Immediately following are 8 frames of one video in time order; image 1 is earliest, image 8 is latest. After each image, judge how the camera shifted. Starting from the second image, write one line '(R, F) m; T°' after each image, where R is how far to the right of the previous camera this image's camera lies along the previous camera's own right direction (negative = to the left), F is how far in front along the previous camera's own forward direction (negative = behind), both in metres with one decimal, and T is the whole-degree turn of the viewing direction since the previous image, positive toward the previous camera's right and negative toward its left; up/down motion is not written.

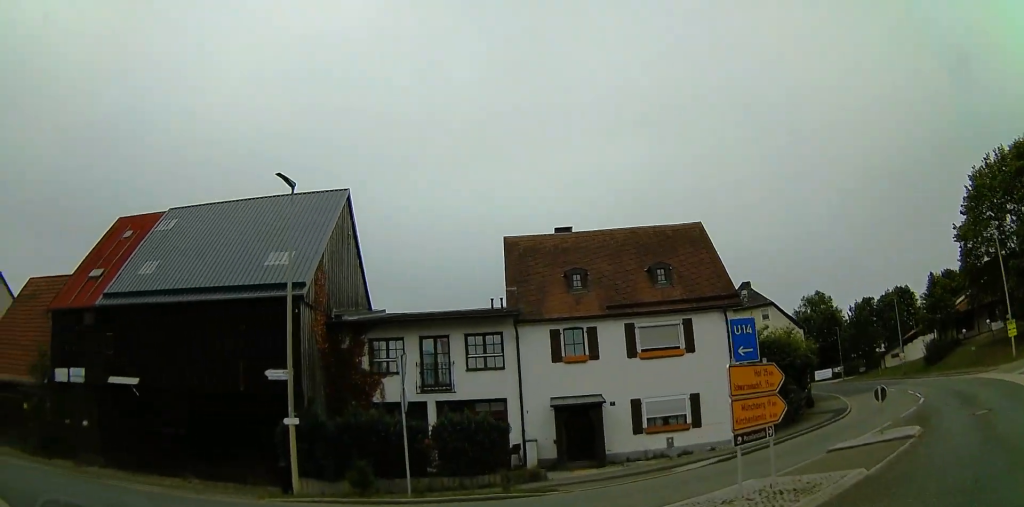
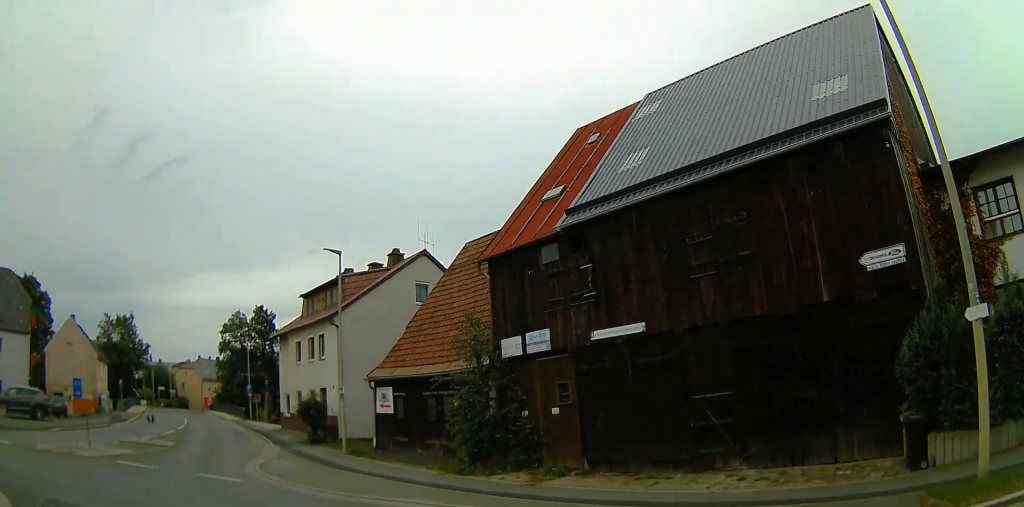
(-4.7, +7.4) m; -51°
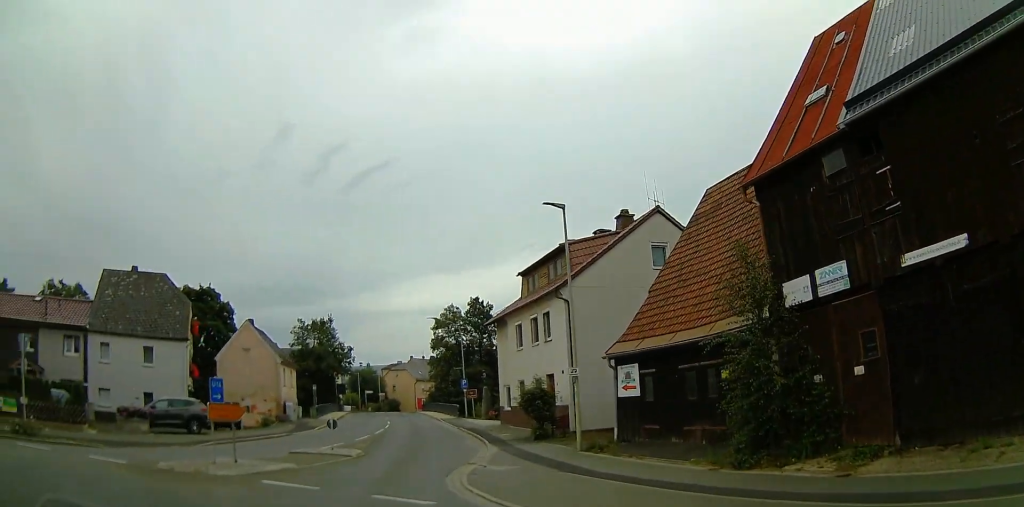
(-0.6, +4.4) m; -14°
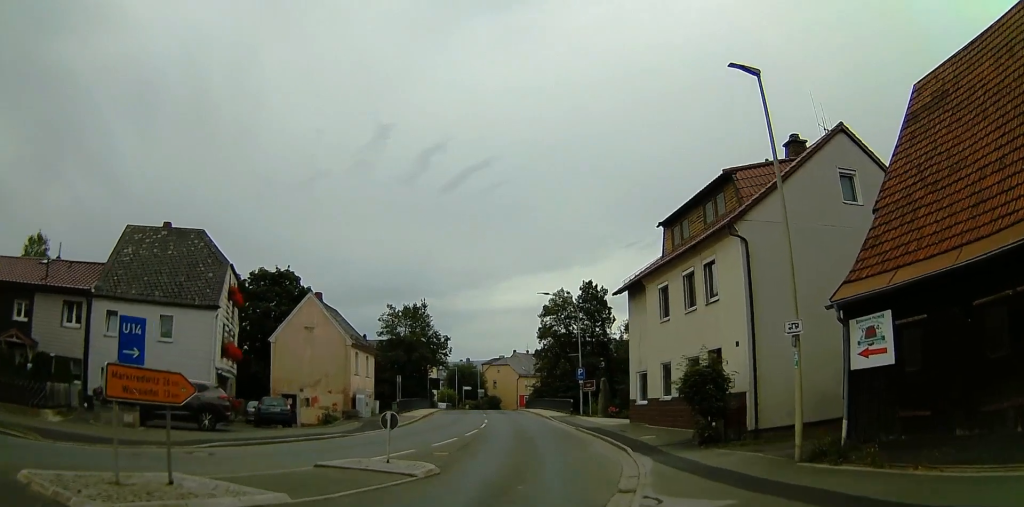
(-1.1, +7.8) m; -13°
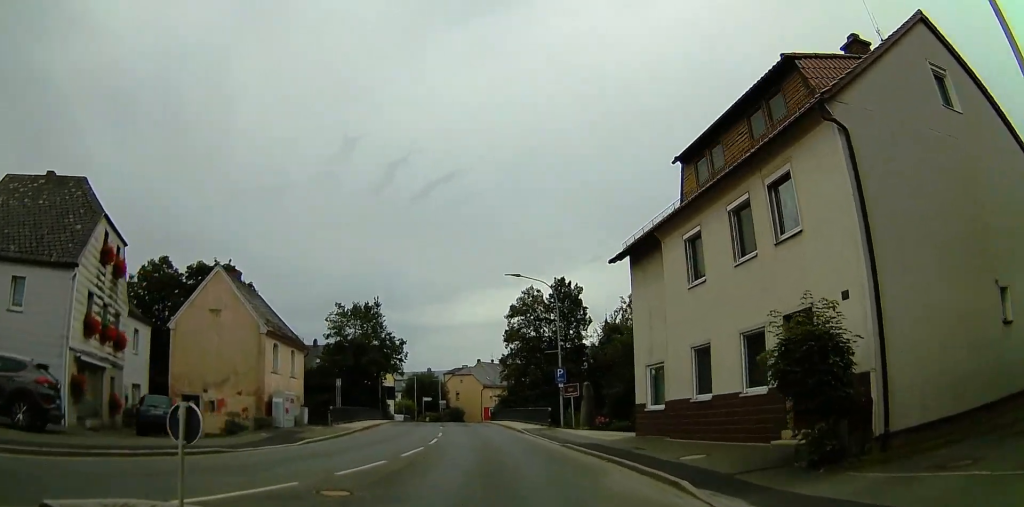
(-0.6, +7.1) m; -5°
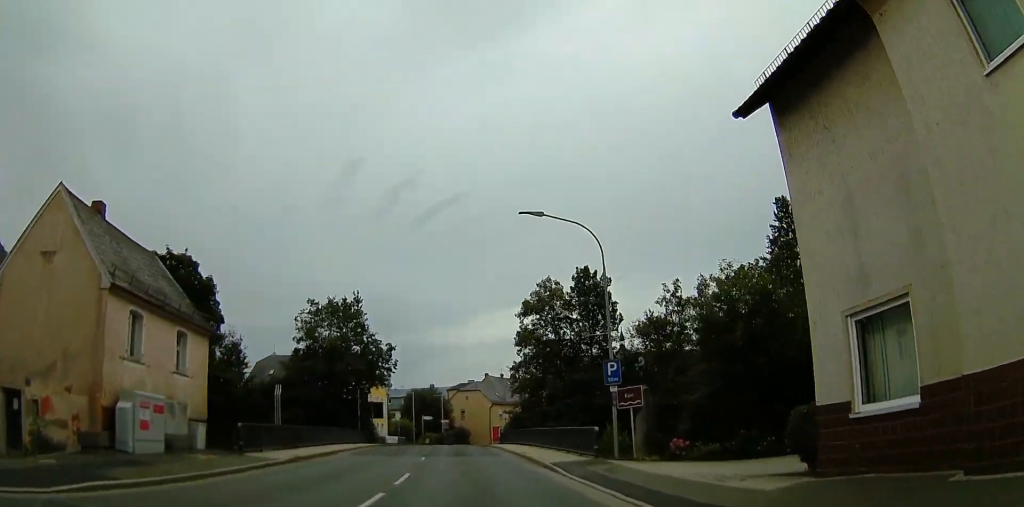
(-0.3, +11.4) m; -4°
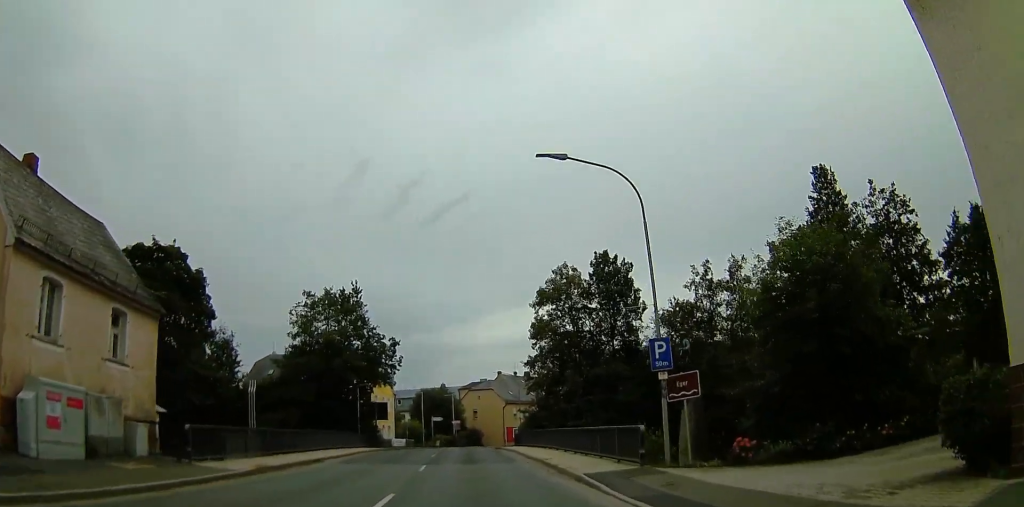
(-0.4, +4.3) m; 0°
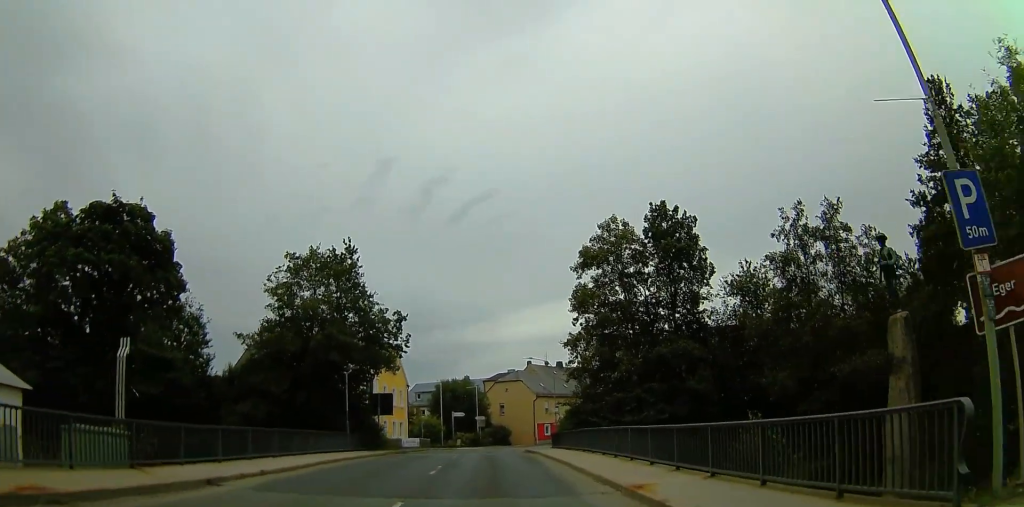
(+0.6, +10.3) m; +5°
